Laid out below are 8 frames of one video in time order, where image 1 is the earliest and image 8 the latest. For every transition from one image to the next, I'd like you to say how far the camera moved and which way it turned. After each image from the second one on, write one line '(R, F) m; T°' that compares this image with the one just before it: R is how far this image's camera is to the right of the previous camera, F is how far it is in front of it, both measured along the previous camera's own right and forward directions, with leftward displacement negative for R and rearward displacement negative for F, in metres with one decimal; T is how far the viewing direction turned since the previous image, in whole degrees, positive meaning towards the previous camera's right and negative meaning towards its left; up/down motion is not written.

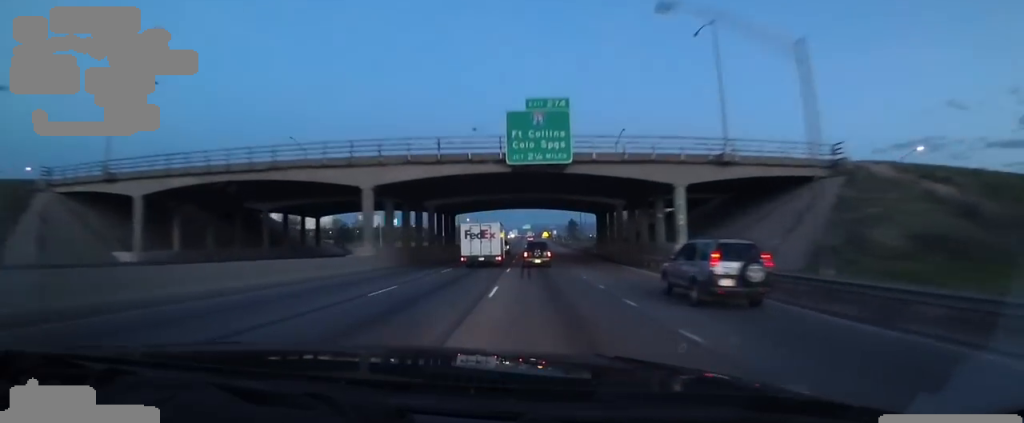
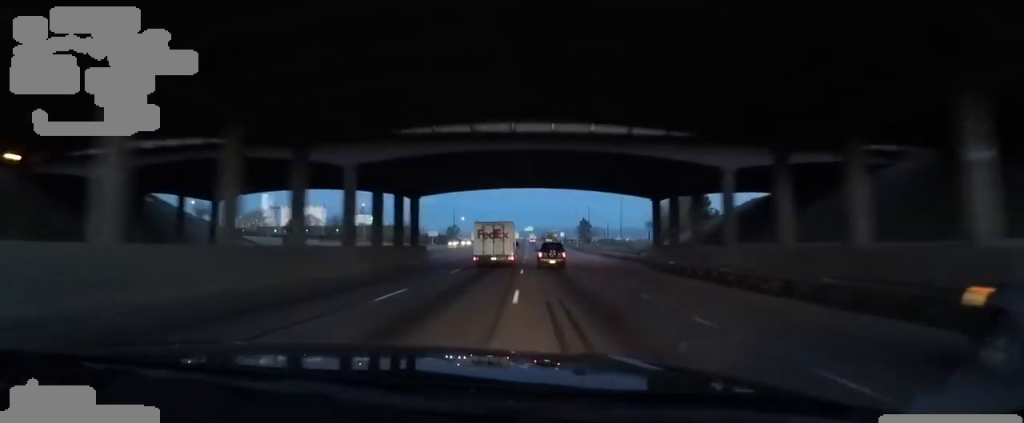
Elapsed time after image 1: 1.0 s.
(+0.1, +25.8) m; +2°
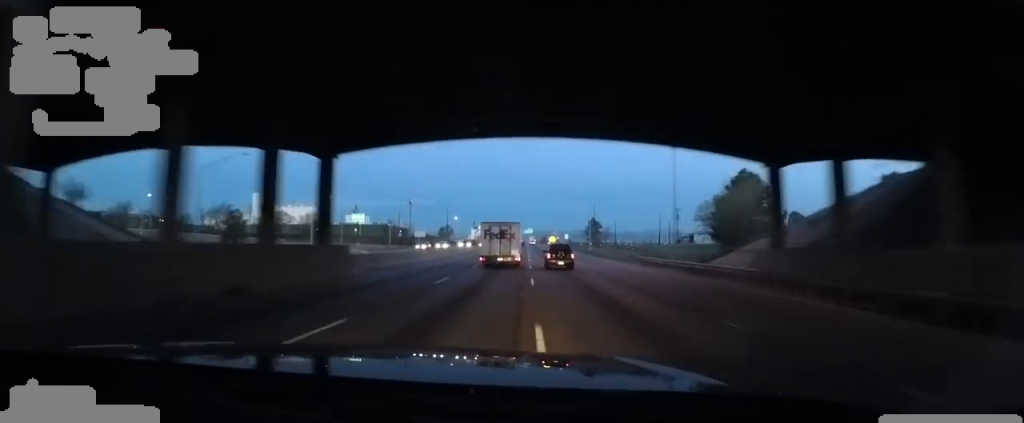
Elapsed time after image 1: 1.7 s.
(+0.5, +18.9) m; +2°
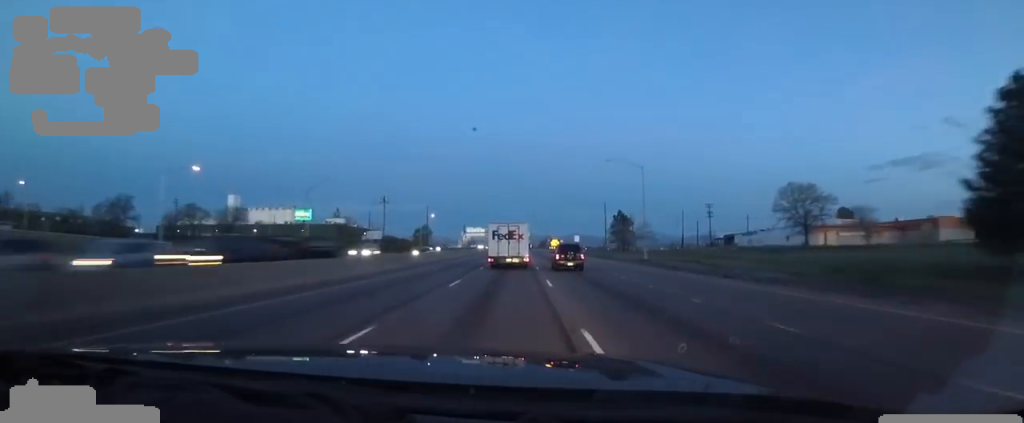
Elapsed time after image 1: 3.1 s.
(0.0, +37.8) m; 0°
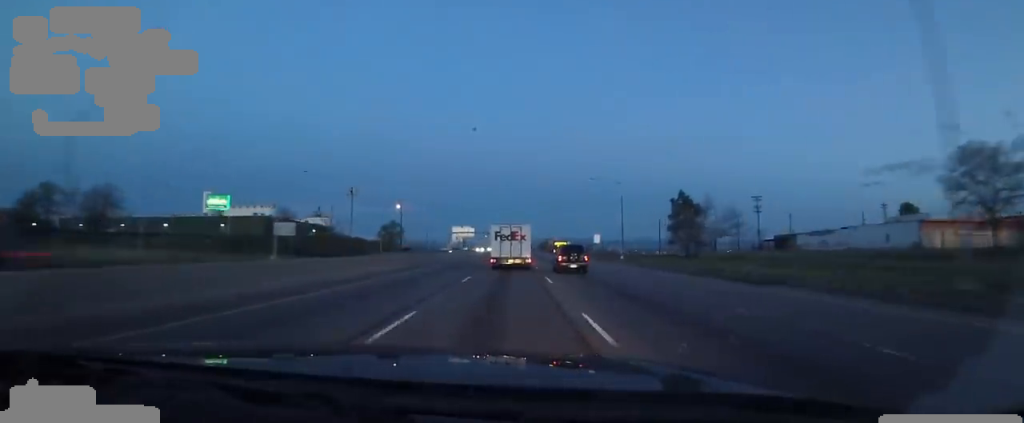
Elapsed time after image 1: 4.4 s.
(0.0, +34.1) m; 0°
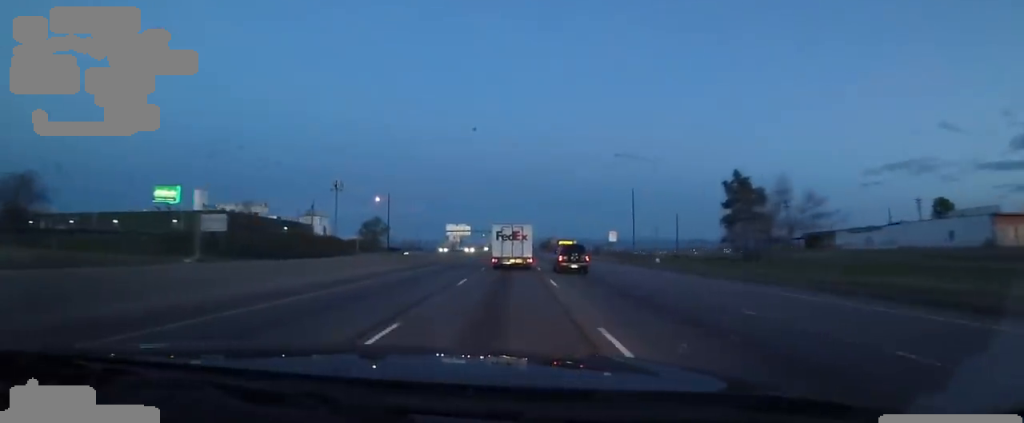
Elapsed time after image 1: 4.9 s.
(0.0, +13.8) m; 0°
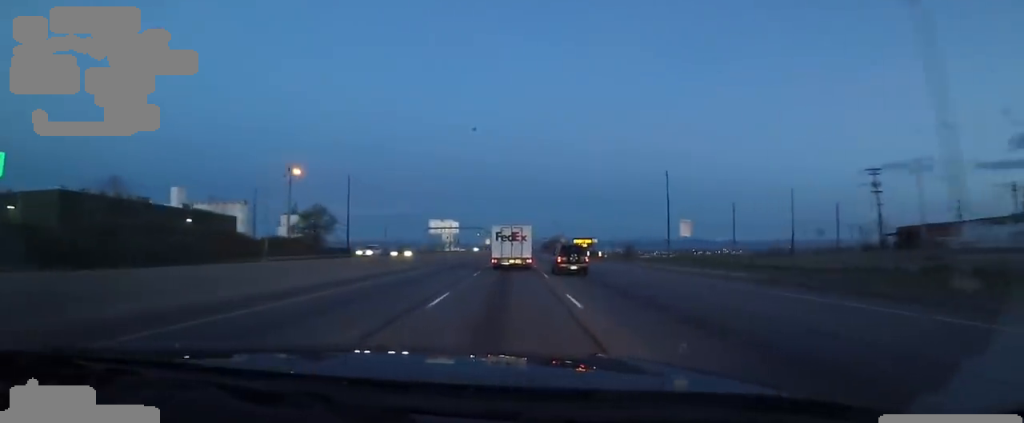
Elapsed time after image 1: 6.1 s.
(0.0, +30.3) m; 0°
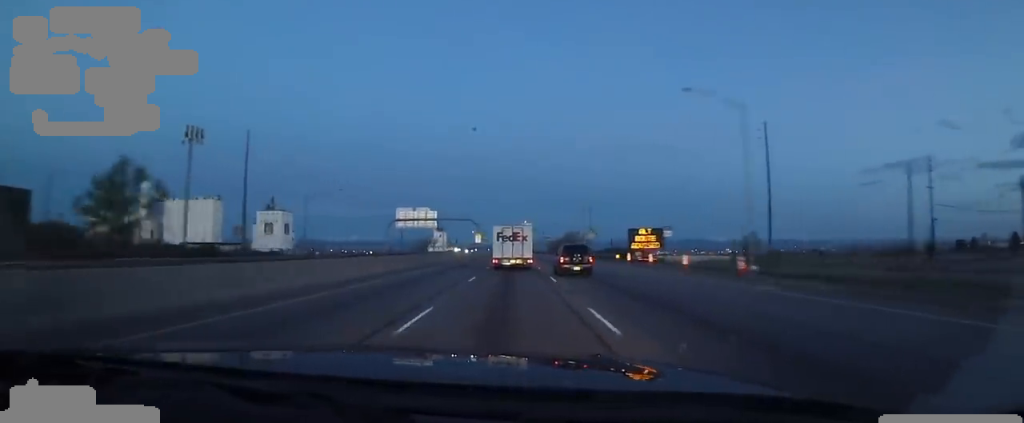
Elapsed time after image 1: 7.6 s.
(0.0, +39.7) m; 0°
